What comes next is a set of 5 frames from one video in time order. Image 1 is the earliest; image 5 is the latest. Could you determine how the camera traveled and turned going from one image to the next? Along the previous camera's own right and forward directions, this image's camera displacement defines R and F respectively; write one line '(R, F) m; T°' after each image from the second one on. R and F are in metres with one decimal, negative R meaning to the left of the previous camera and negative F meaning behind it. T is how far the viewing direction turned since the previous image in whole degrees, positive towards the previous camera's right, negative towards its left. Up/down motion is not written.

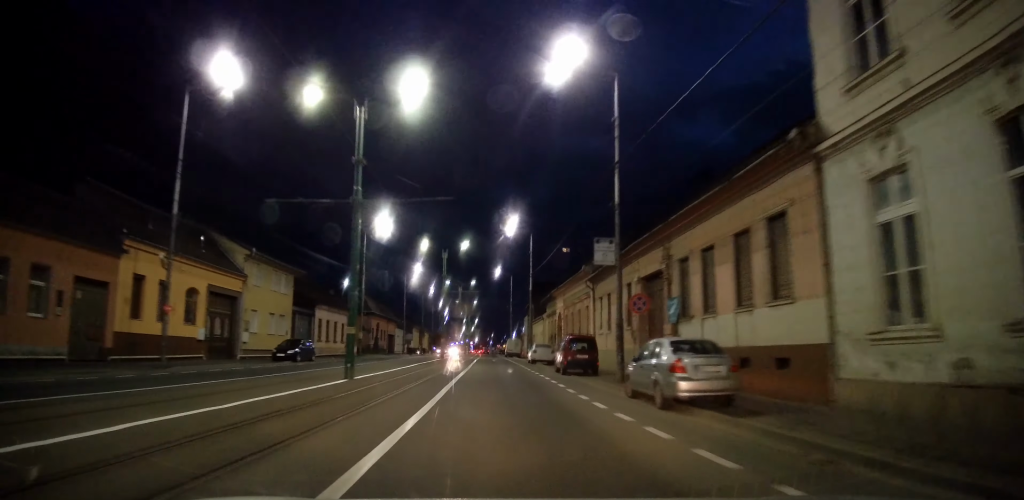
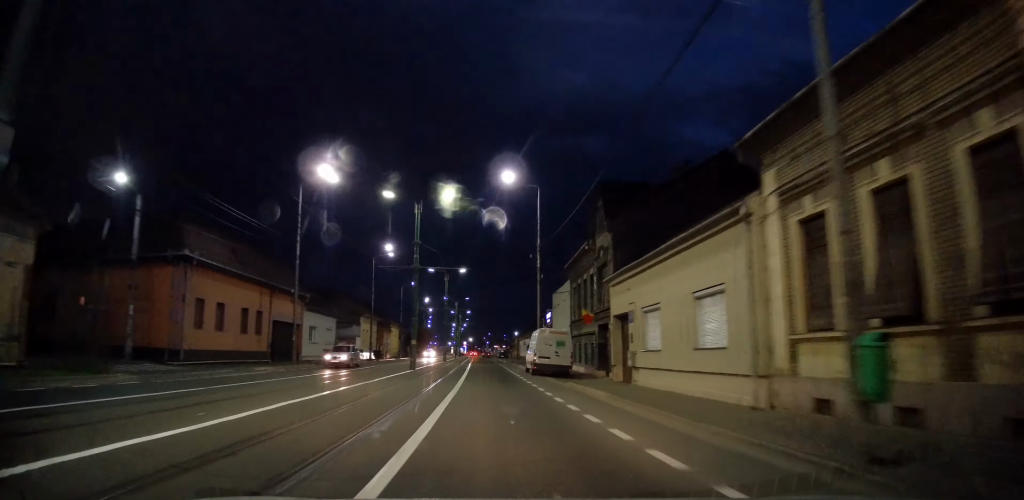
(-0.9, +44.5) m; -1°
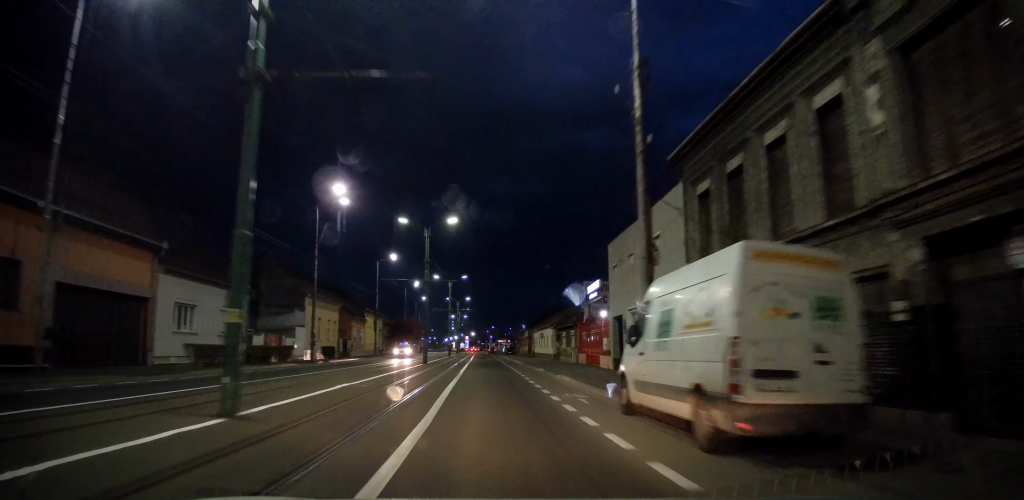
(+0.3, +22.1) m; 0°
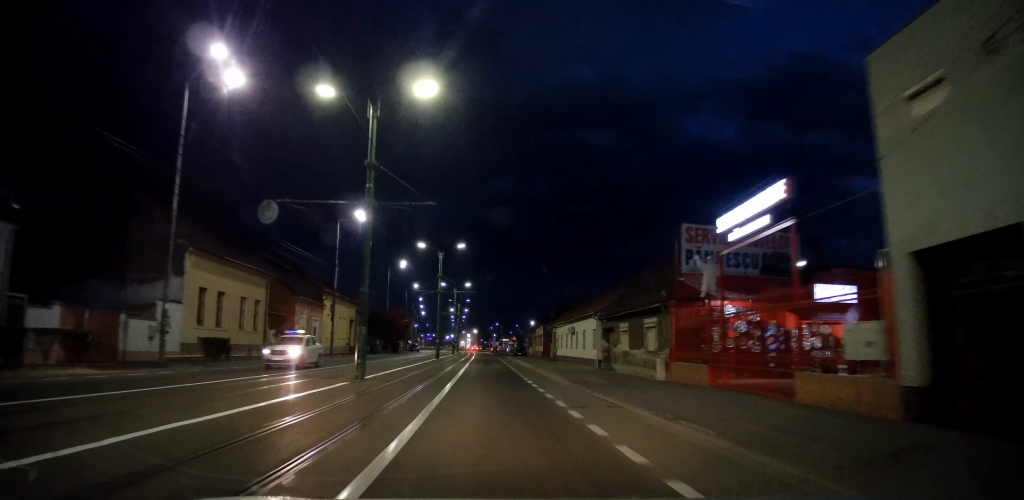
(-0.3, +20.3) m; 0°
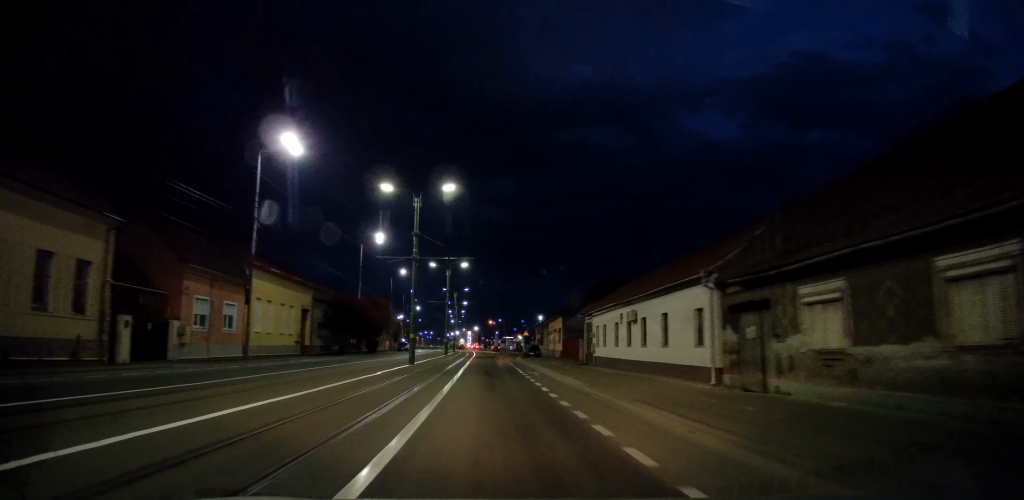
(+0.3, +17.9) m; 0°
